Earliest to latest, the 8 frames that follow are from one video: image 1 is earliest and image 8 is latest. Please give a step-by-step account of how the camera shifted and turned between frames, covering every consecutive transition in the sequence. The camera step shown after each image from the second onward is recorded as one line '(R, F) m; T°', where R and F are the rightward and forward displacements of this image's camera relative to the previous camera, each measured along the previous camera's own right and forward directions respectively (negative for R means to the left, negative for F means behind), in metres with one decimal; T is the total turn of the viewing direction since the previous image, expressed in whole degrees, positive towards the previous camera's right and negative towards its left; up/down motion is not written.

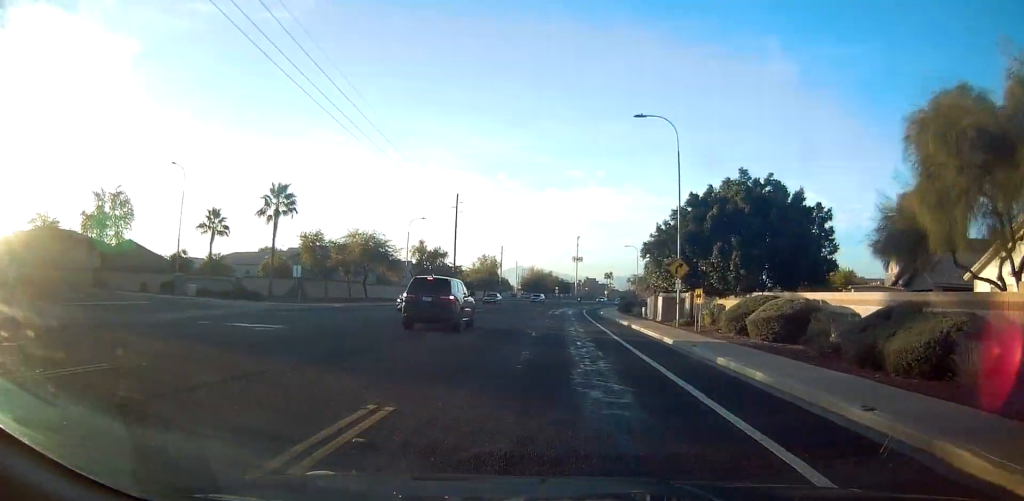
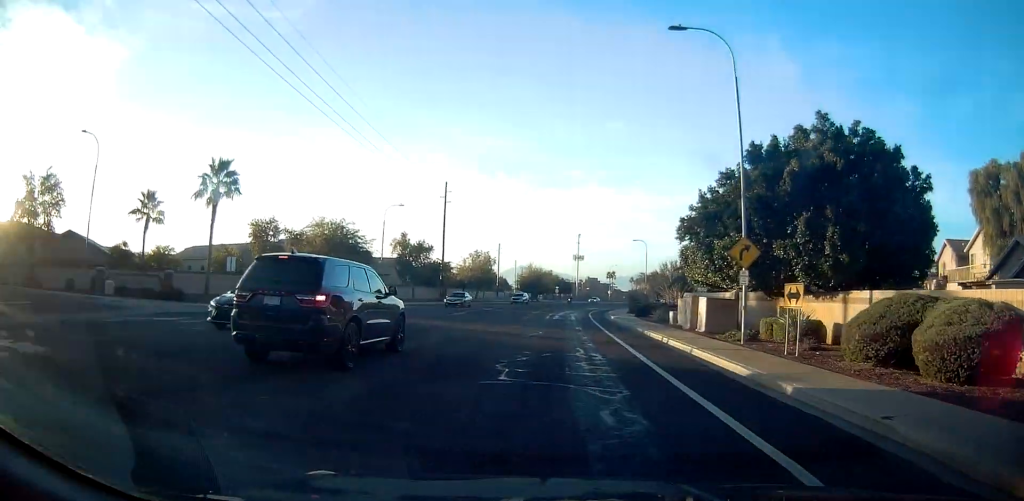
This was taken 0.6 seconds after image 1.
(+0.1, +12.0) m; +1°
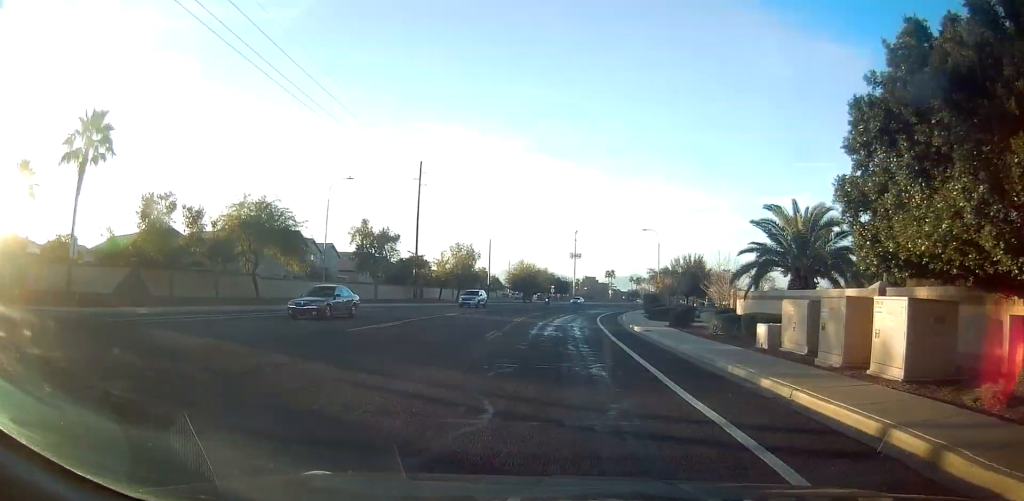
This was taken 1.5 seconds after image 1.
(0.0, +16.9) m; +1°
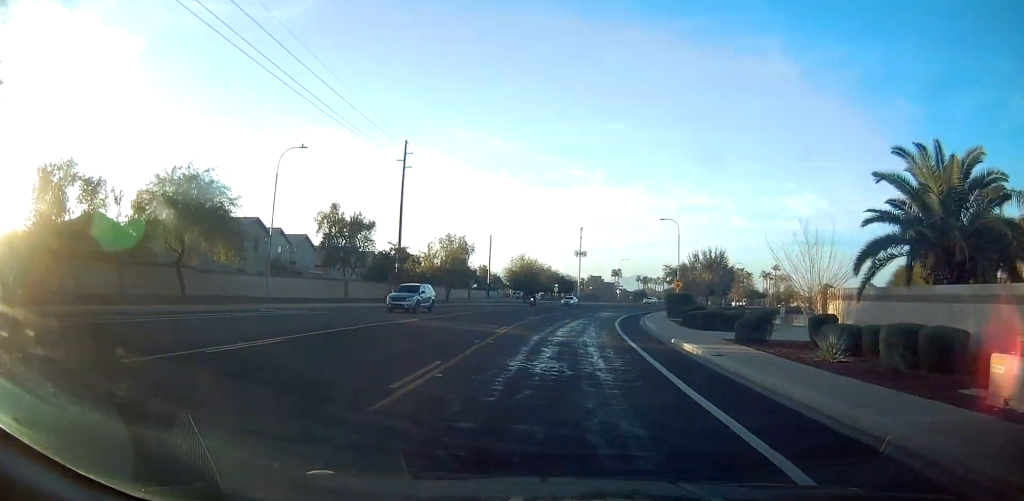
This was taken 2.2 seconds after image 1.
(+0.2, +11.2) m; 0°
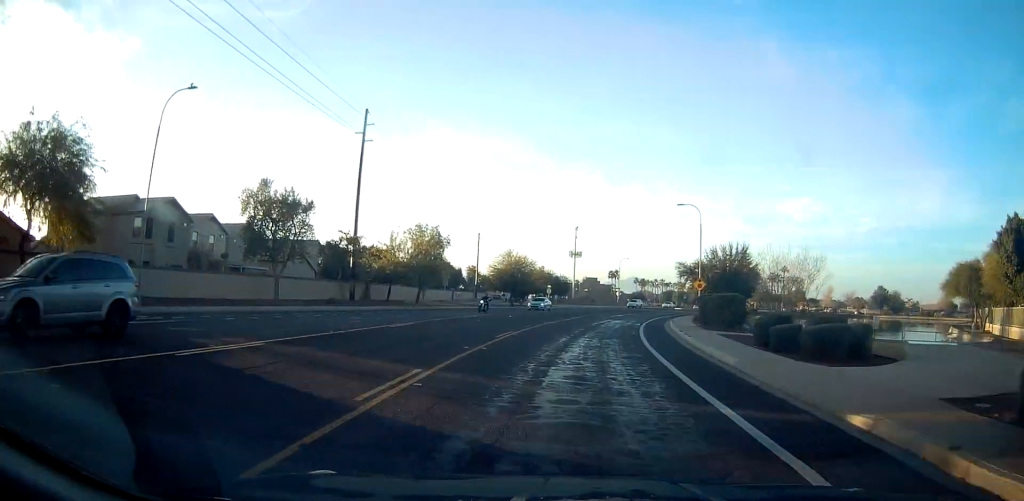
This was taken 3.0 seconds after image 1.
(0.0, +14.0) m; 0°
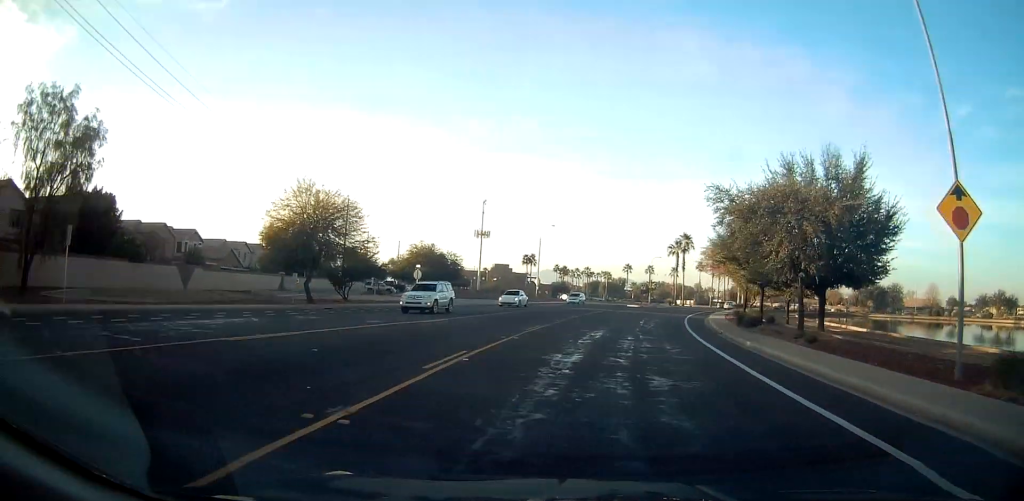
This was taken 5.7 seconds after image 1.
(+1.6, +45.9) m; +5°
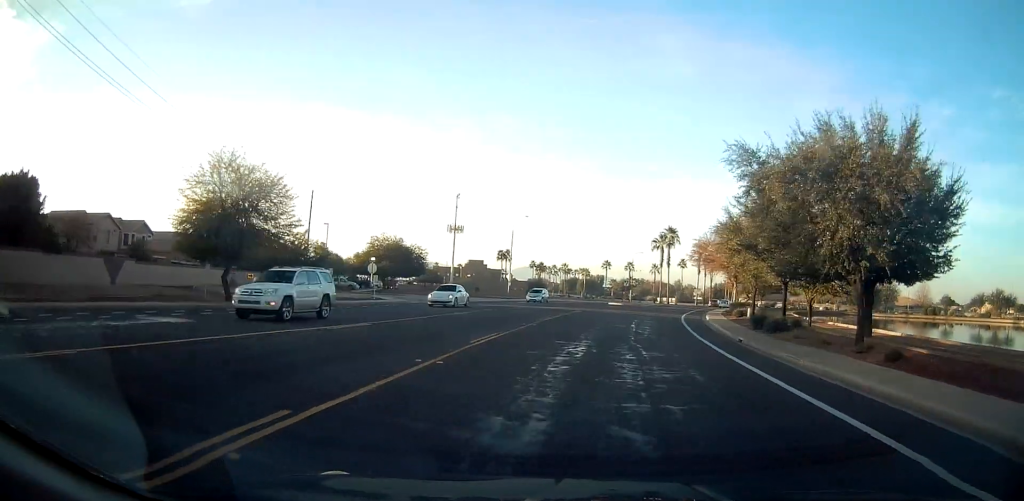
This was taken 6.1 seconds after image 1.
(0.0, +7.2) m; 0°
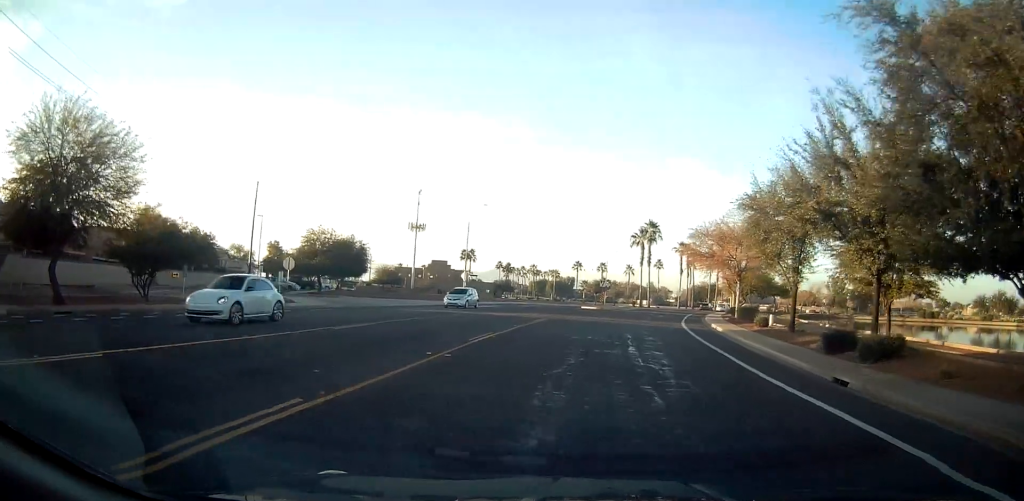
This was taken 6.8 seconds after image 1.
(0.0, +11.1) m; 0°
